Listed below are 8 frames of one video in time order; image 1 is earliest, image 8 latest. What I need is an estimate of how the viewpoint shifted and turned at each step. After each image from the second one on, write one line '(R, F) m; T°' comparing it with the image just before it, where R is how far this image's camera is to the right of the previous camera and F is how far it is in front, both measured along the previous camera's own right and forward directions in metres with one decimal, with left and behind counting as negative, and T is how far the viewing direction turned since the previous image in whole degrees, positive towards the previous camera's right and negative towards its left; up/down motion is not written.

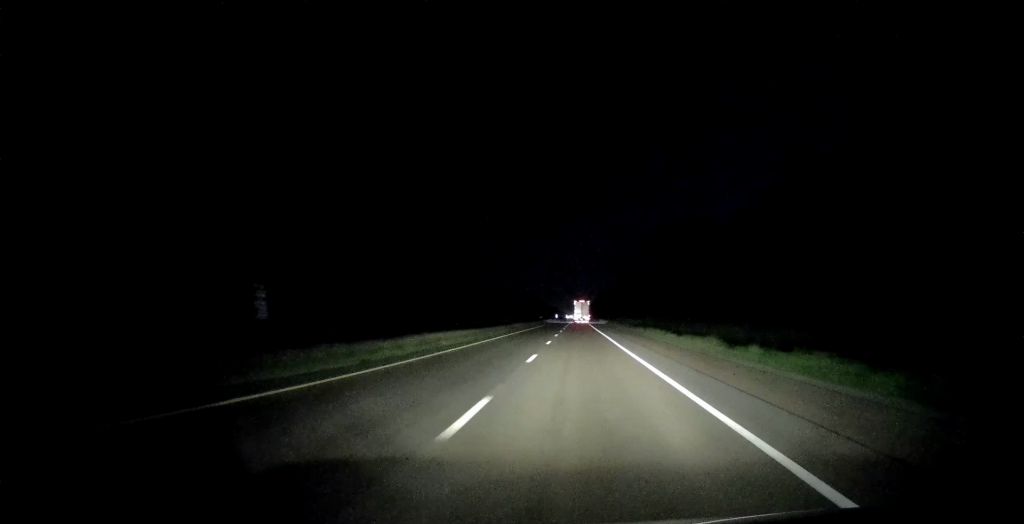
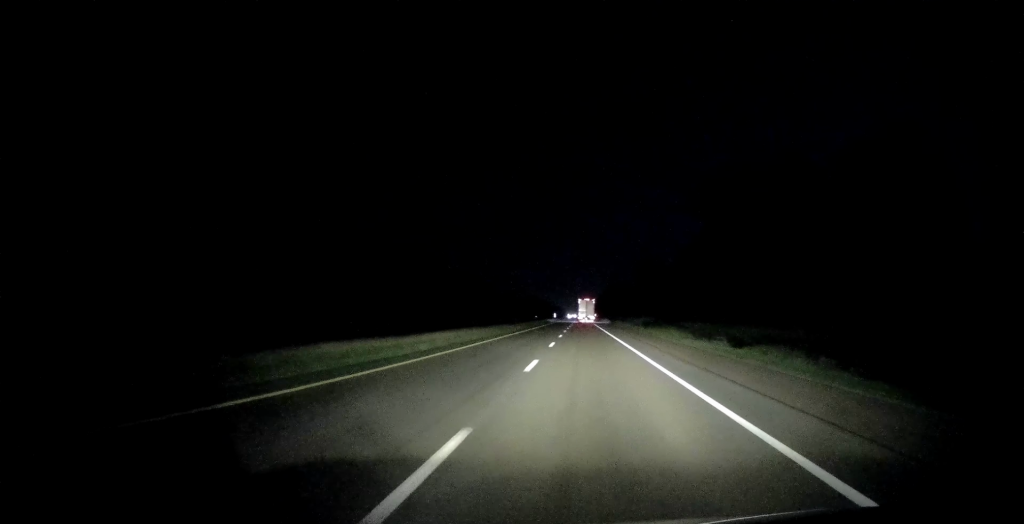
(-1.0, +63.9) m; -1°
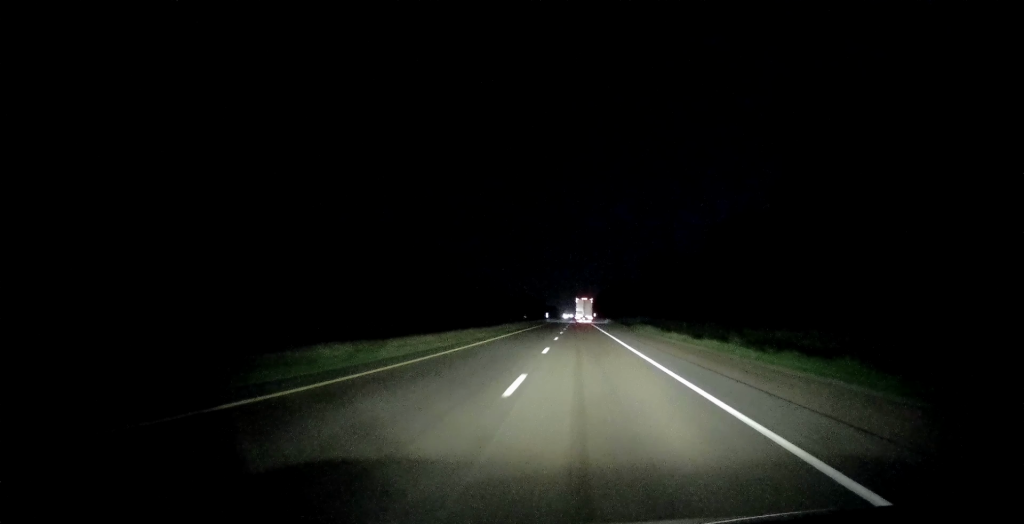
(+0.5, +40.9) m; +1°
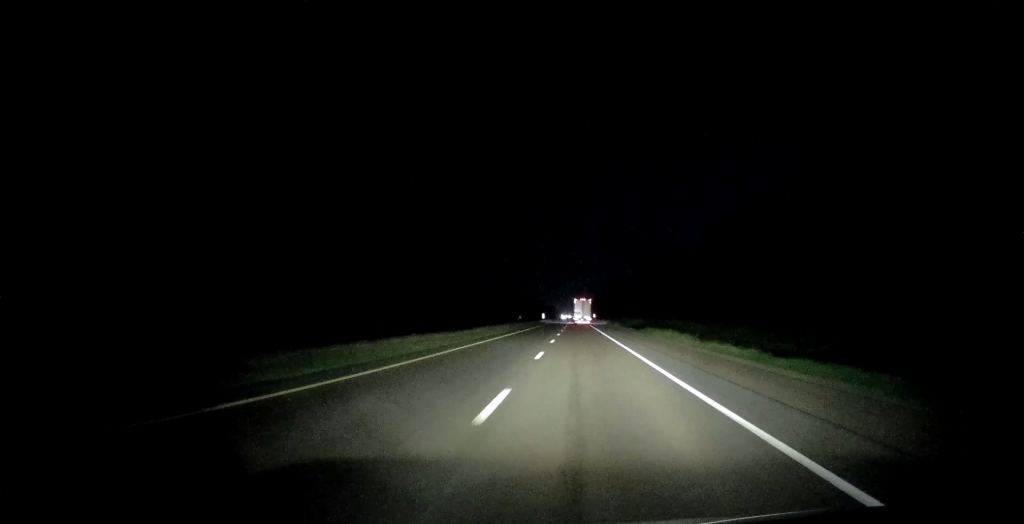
(+0.1, +14.8) m; 0°
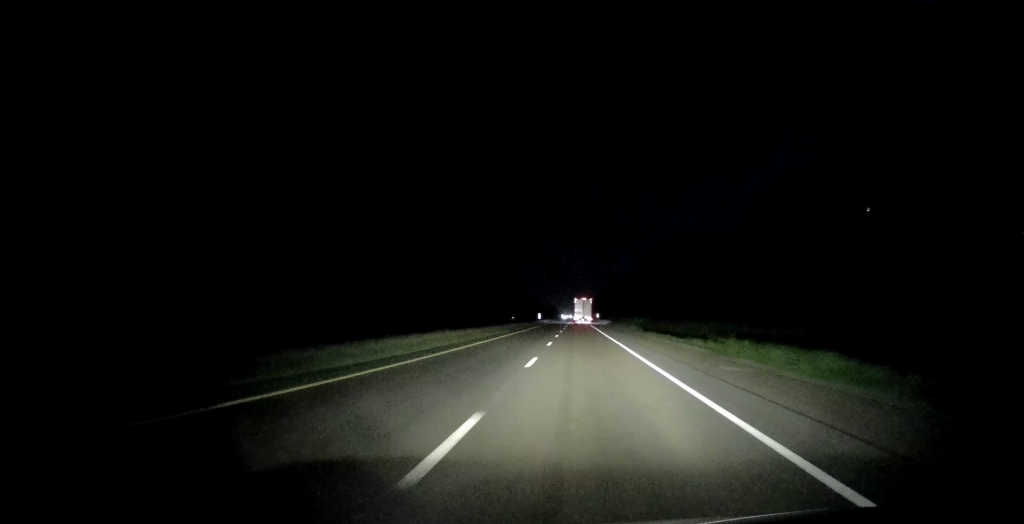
(-0.1, +27.4) m; 0°
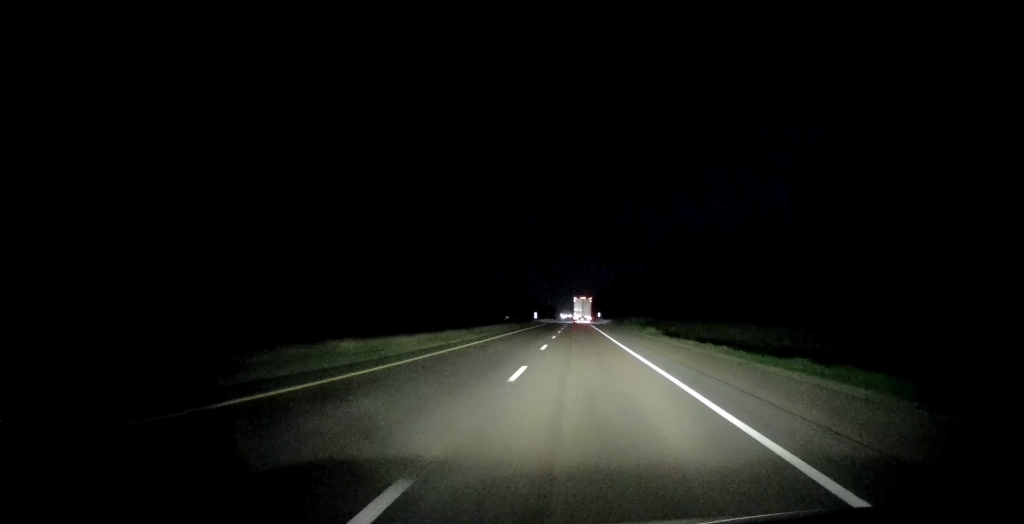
(-0.2, +16.0) m; 0°
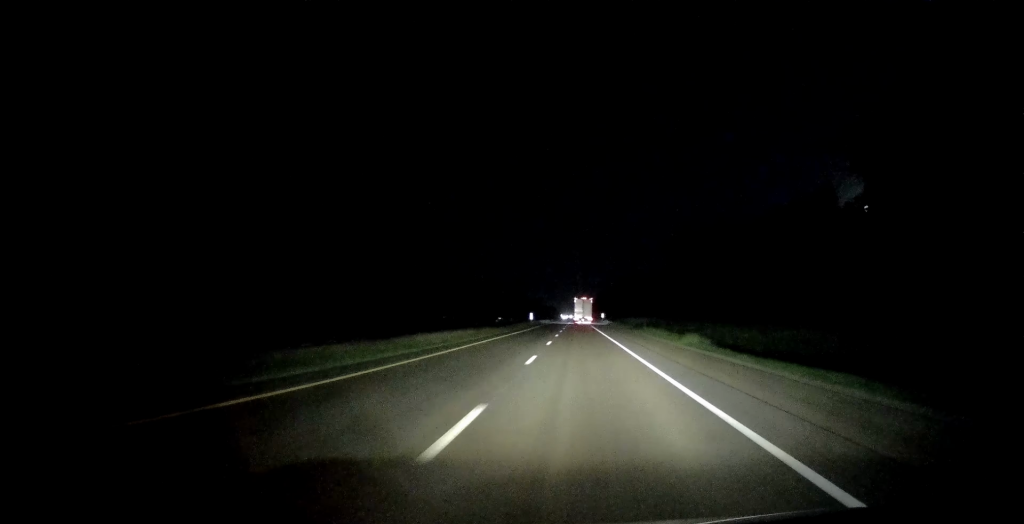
(+0.1, +19.4) m; 0°
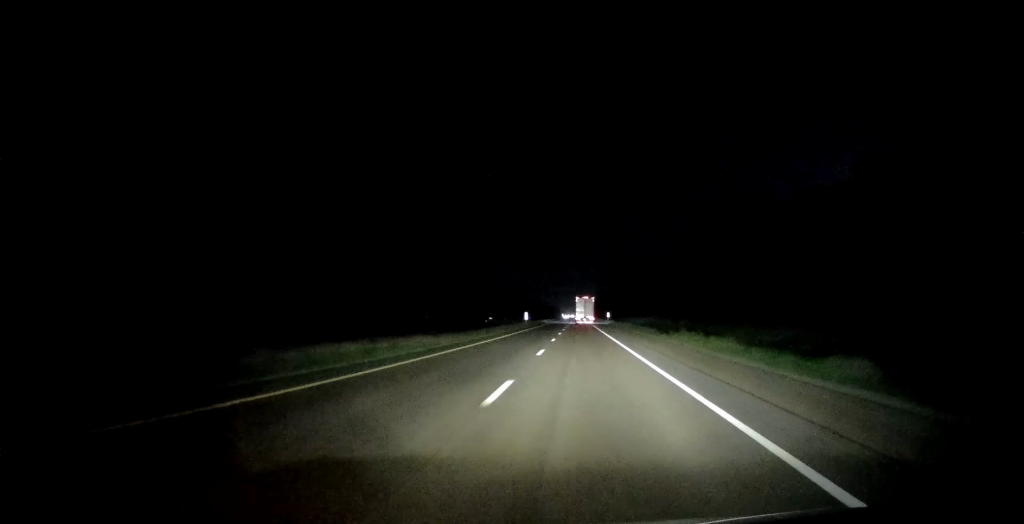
(+0.1, +20.5) m; 0°
